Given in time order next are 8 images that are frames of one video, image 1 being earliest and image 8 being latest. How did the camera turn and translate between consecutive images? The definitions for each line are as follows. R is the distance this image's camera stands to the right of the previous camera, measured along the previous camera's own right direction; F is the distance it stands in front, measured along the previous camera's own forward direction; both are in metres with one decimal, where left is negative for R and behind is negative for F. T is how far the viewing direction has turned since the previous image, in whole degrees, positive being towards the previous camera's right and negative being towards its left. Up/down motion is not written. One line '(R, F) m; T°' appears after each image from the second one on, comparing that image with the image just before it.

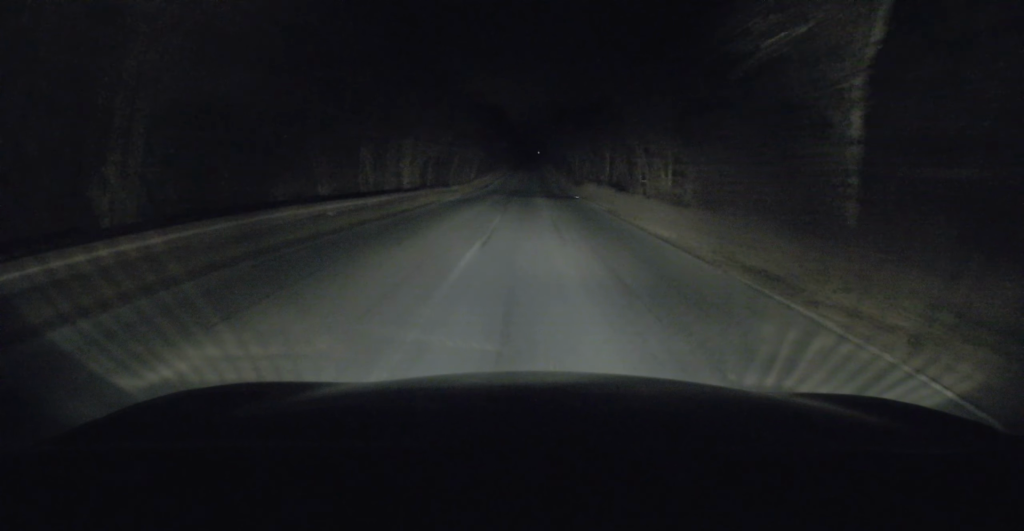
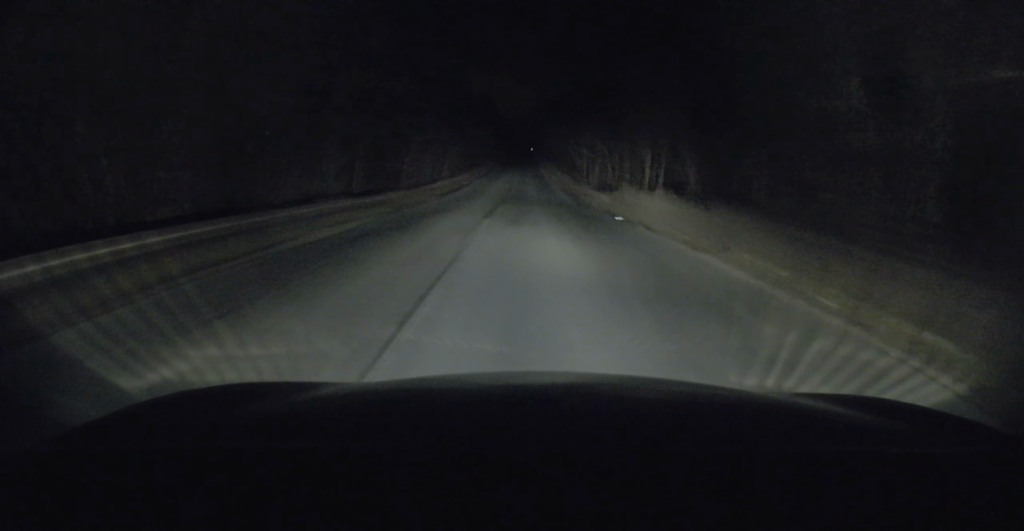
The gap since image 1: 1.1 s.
(0.0, +19.6) m; 0°
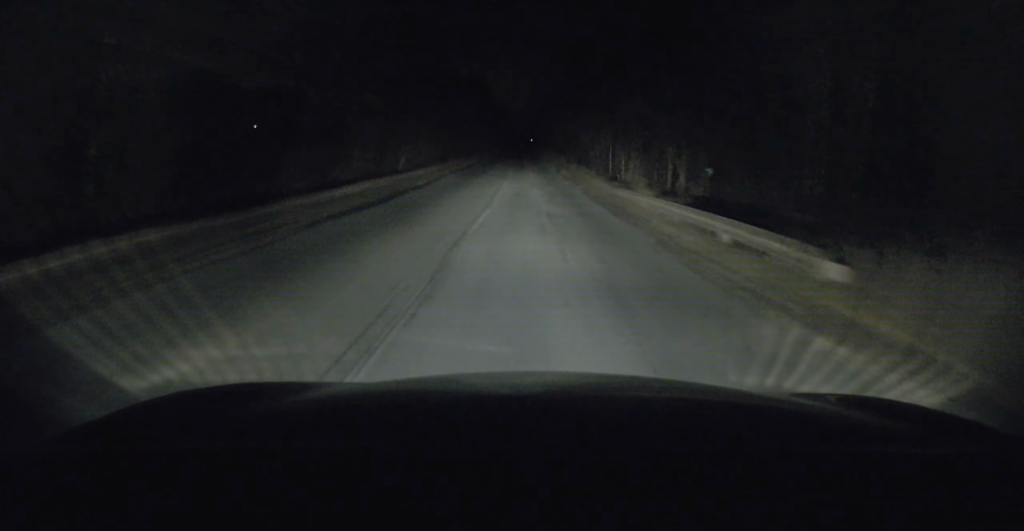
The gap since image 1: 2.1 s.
(0.0, +19.5) m; 0°
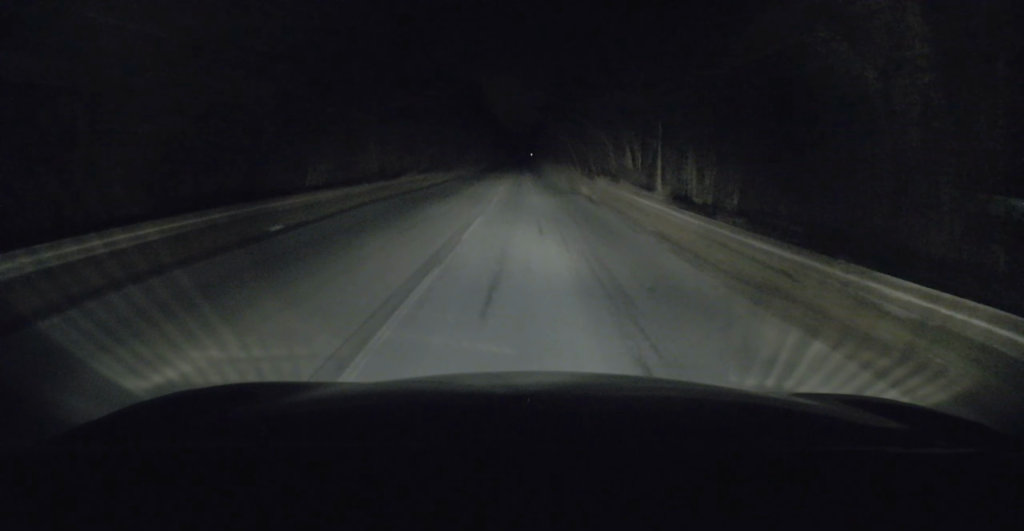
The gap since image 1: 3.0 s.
(0.0, +16.6) m; +1°
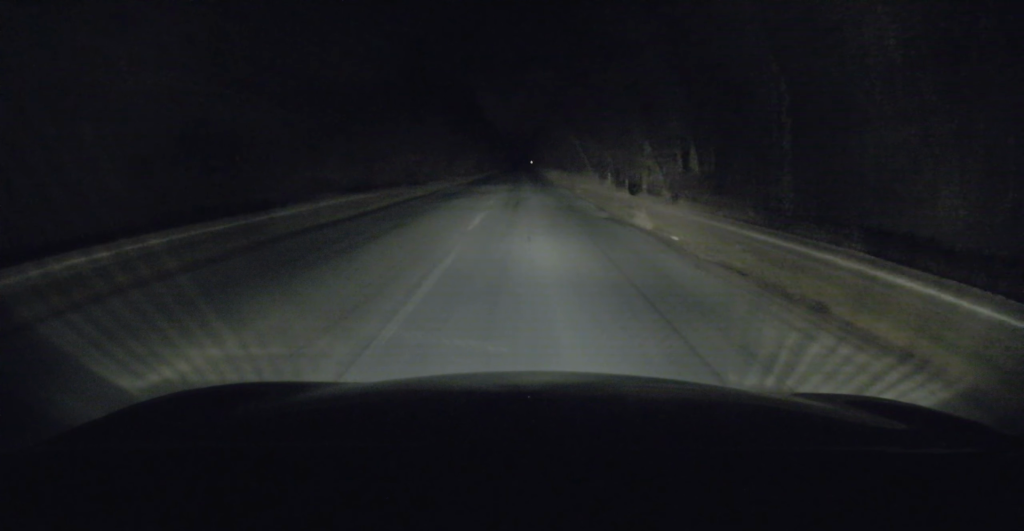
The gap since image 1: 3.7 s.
(+0.1, +14.2) m; +1°
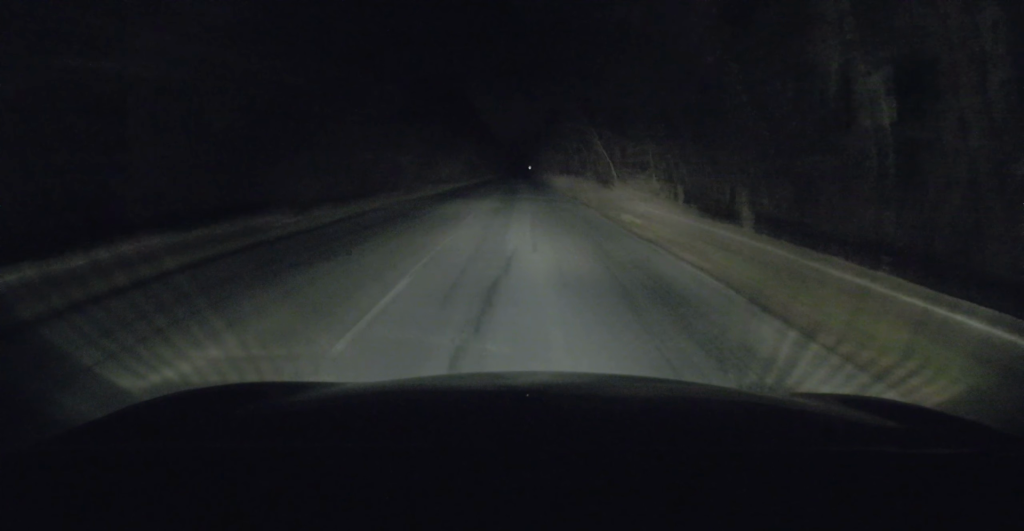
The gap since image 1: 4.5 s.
(+0.3, +15.6) m; 0°
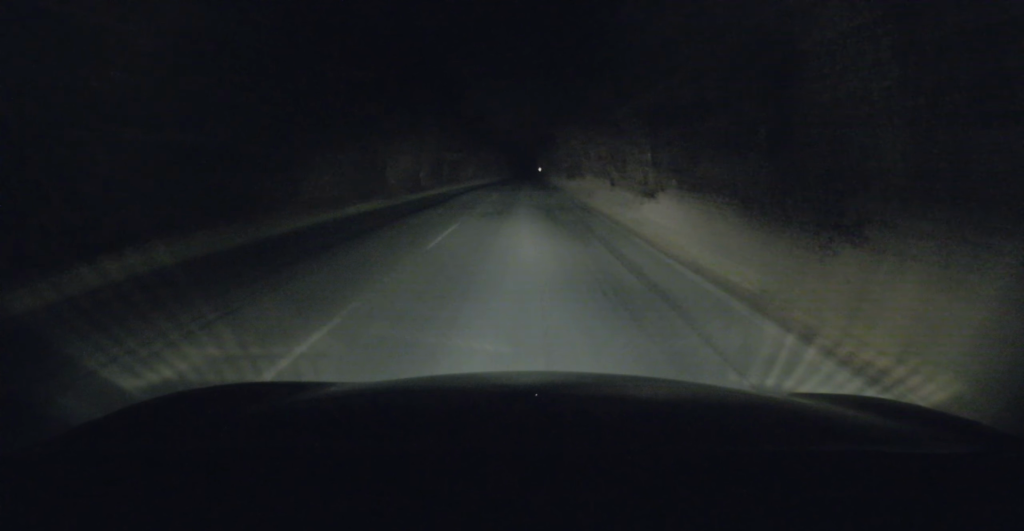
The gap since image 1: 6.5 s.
(-0.1, +38.8) m; 0°
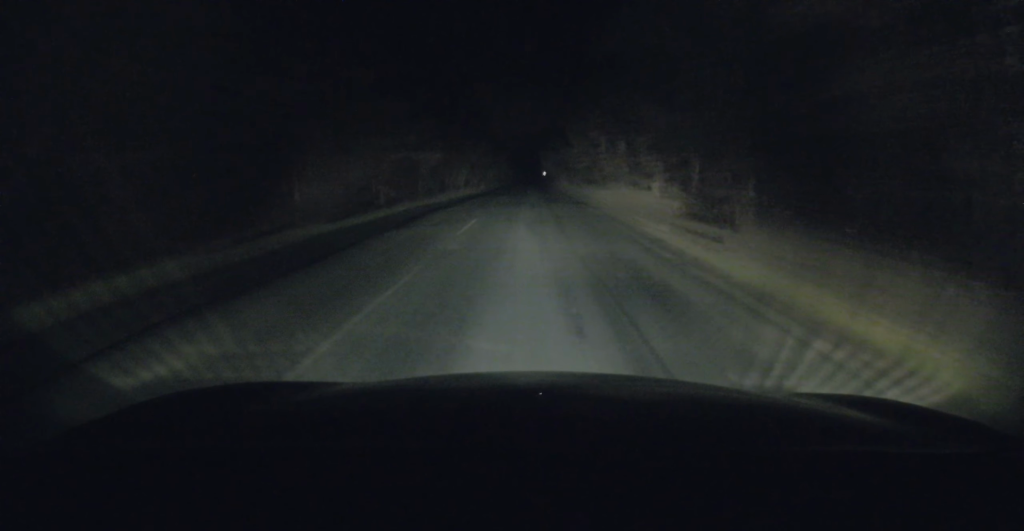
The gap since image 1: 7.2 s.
(-0.3, +14.6) m; -1°
